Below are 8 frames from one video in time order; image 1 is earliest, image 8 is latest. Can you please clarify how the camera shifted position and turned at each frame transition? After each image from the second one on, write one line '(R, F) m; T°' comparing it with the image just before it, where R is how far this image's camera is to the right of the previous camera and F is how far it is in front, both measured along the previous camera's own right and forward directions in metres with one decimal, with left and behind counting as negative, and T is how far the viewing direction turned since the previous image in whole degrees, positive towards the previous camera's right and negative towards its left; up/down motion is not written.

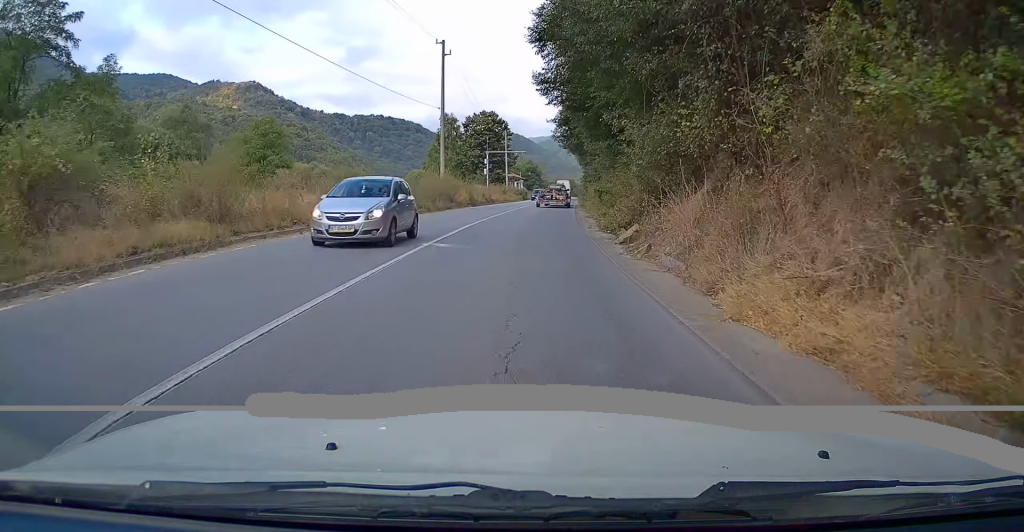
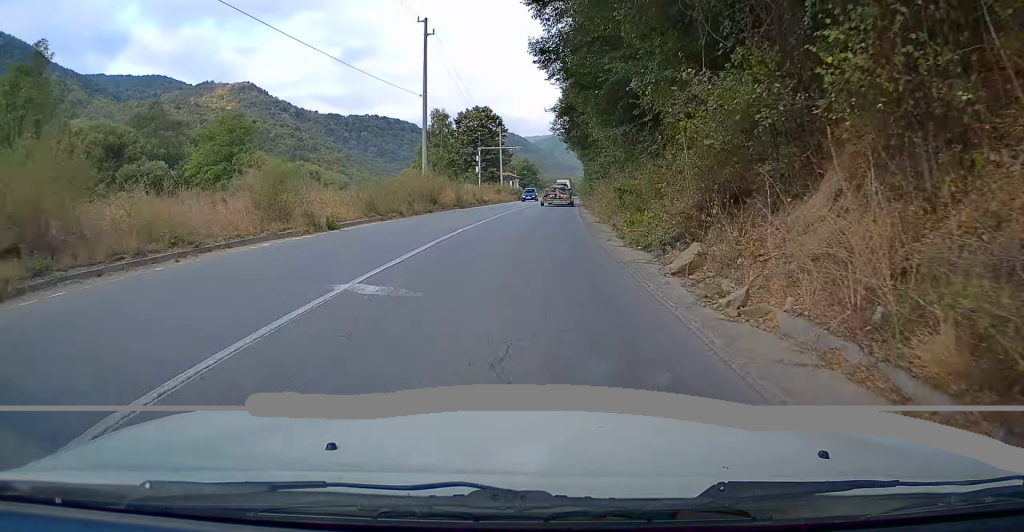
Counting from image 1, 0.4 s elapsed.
(+0.1, +6.1) m; +1°
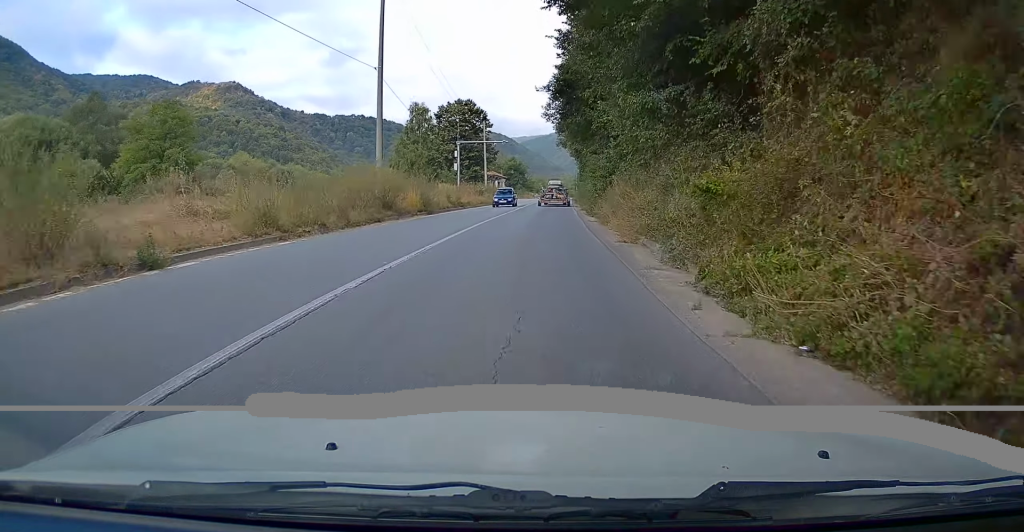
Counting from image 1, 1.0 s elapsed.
(0.0, +9.1) m; +1°
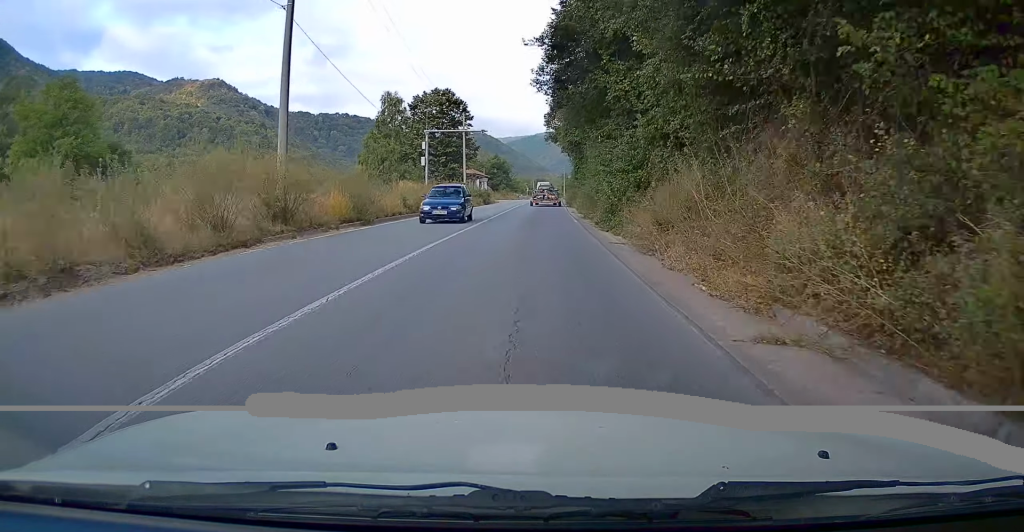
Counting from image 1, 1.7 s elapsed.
(+0.1, +10.7) m; +1°
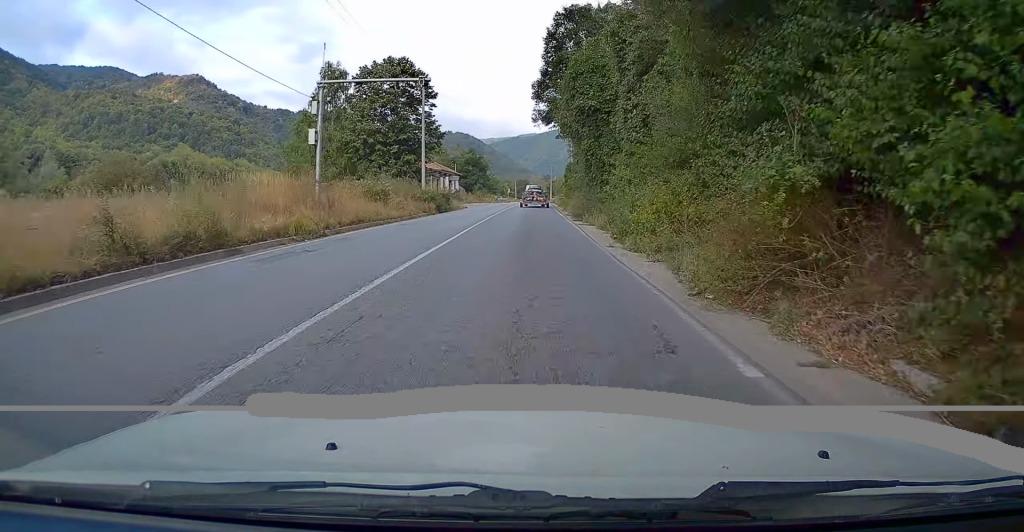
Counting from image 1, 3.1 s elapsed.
(+0.5, +21.7) m; +1°
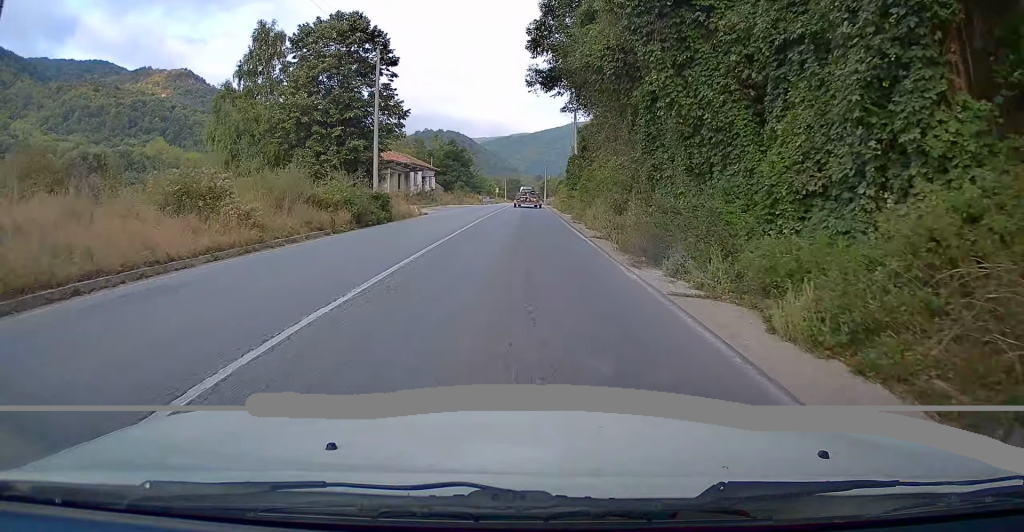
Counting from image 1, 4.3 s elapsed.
(0.0, +17.2) m; 0°
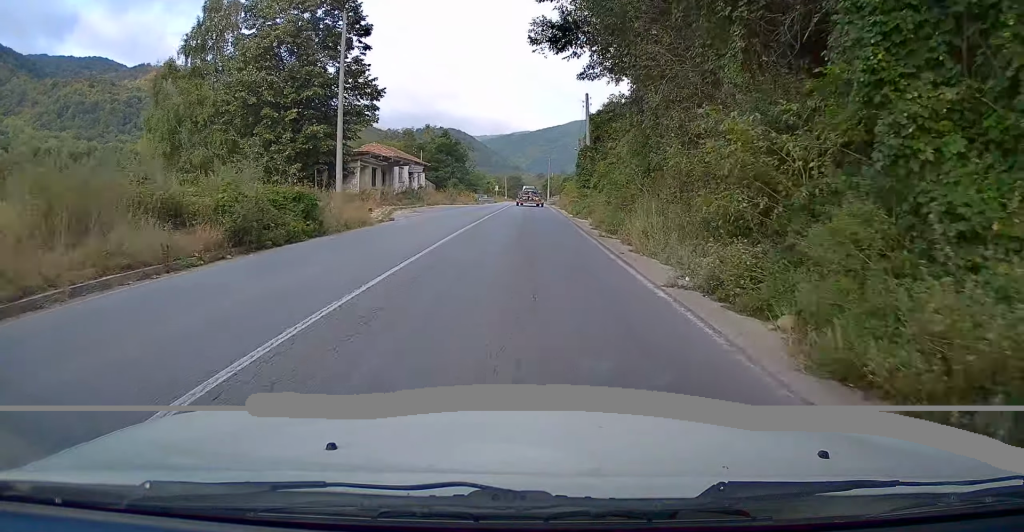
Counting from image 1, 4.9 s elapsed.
(0.0, +9.7) m; +1°
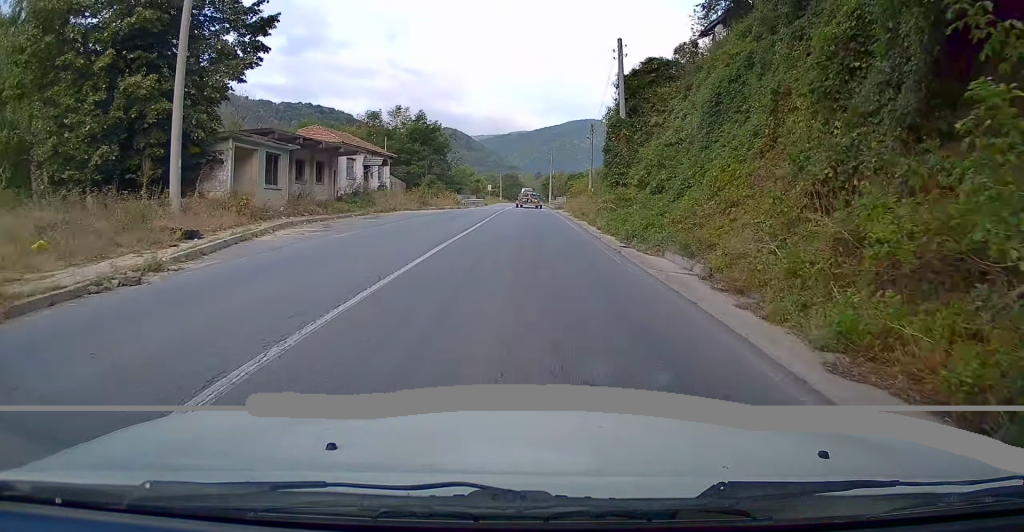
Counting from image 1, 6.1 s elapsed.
(+0.4, +18.4) m; +2°
